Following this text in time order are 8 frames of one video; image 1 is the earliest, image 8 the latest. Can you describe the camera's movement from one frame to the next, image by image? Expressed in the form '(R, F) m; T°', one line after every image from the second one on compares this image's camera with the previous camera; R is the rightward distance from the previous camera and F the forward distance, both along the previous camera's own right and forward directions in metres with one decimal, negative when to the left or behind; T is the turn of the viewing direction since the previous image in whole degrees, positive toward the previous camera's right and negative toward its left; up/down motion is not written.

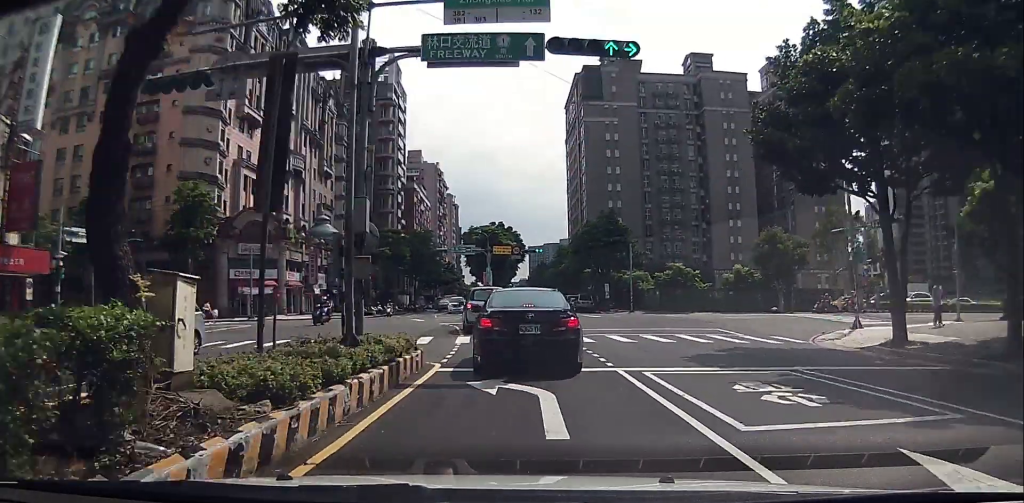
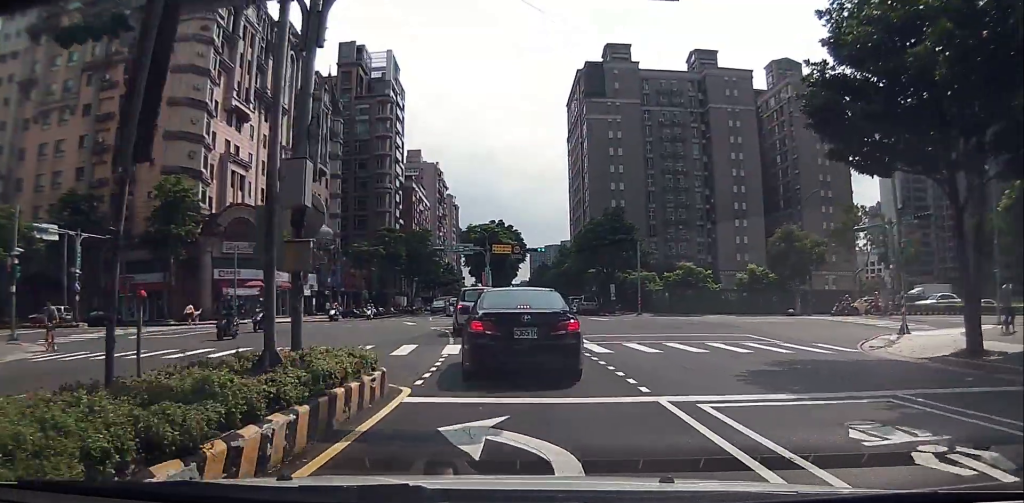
(0.0, +4.1) m; -2°
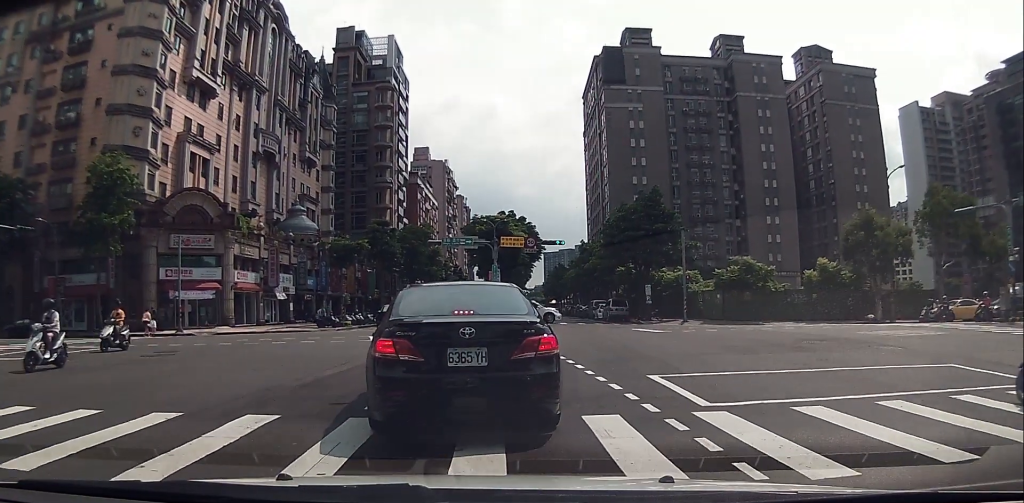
(0.0, +14.1) m; +2°
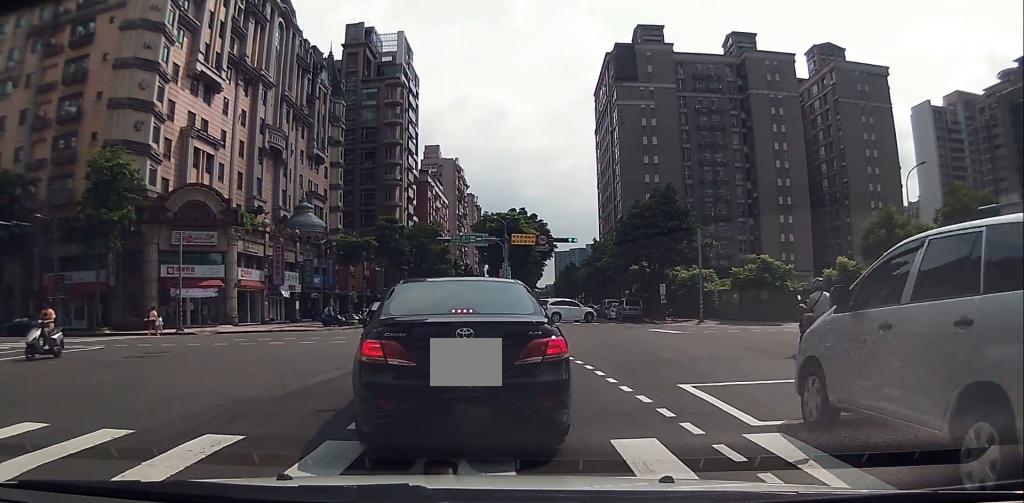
(-0.4, +1.5) m; -3°
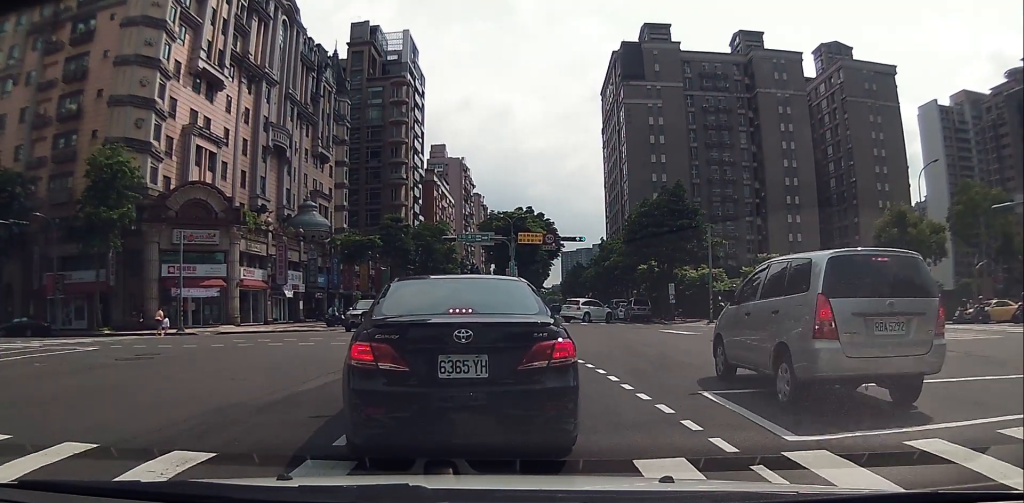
(-0.1, +1.2) m; -2°
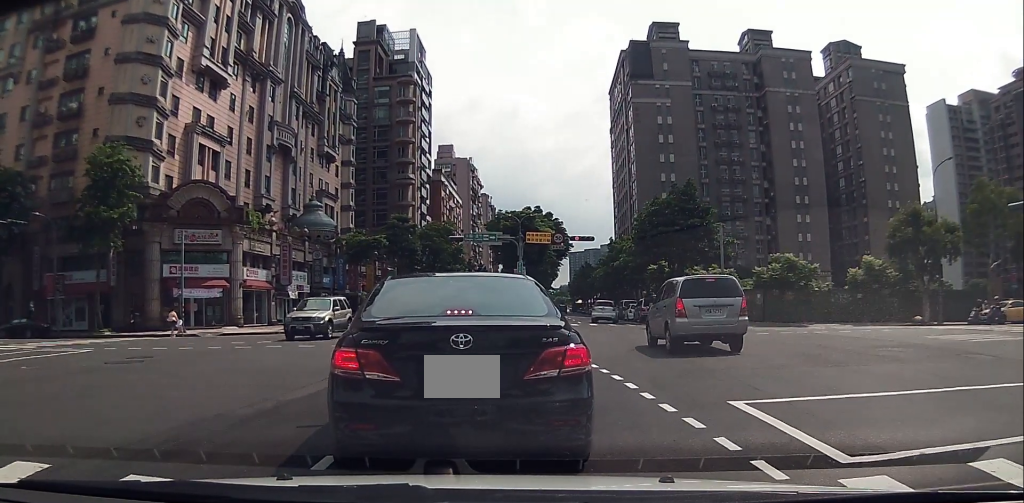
(+0.4, +1.9) m; -1°
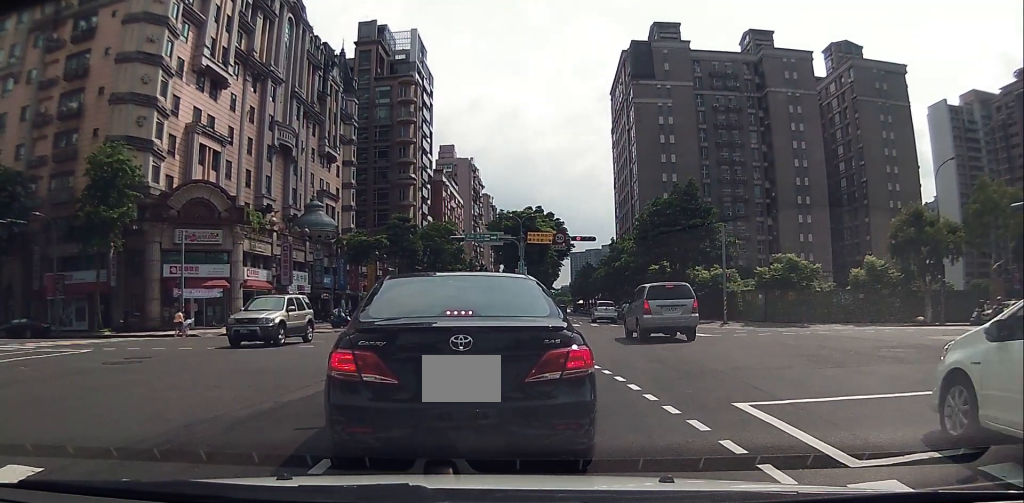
(-0.3, +0.5) m; 0°
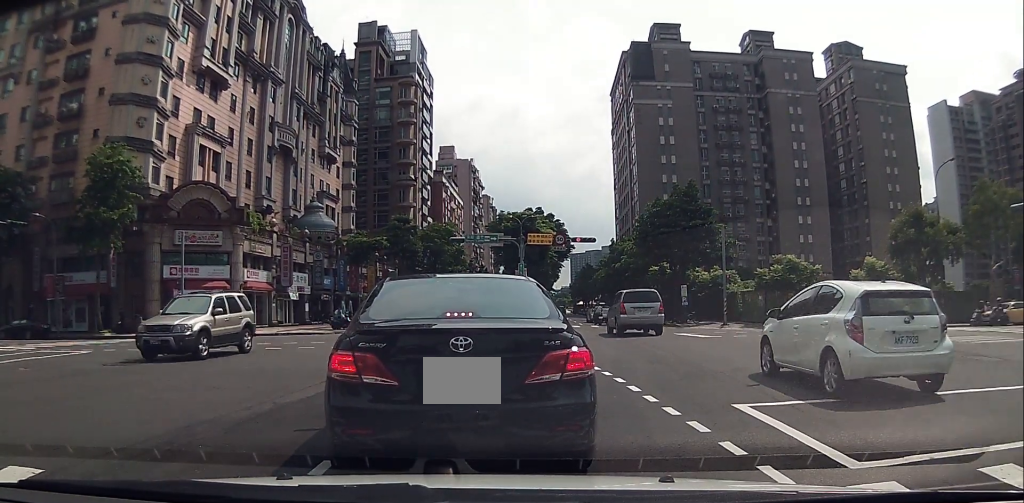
(-0.2, +0.5) m; 0°
